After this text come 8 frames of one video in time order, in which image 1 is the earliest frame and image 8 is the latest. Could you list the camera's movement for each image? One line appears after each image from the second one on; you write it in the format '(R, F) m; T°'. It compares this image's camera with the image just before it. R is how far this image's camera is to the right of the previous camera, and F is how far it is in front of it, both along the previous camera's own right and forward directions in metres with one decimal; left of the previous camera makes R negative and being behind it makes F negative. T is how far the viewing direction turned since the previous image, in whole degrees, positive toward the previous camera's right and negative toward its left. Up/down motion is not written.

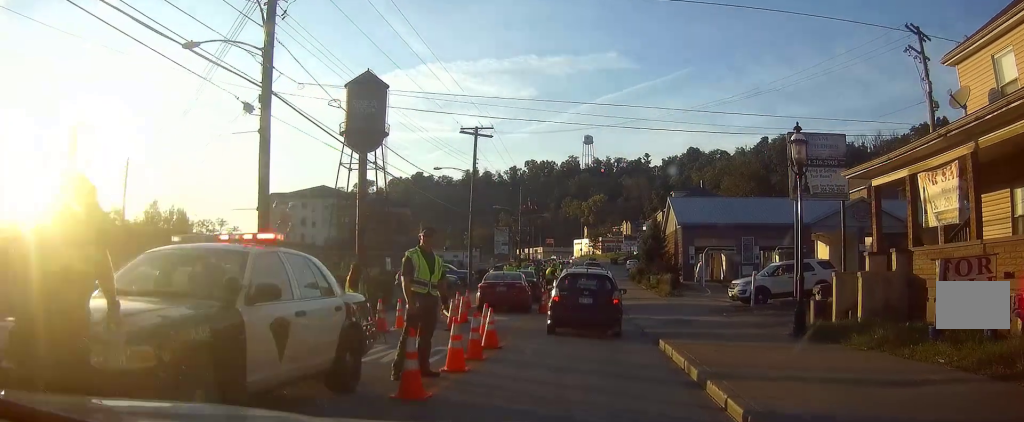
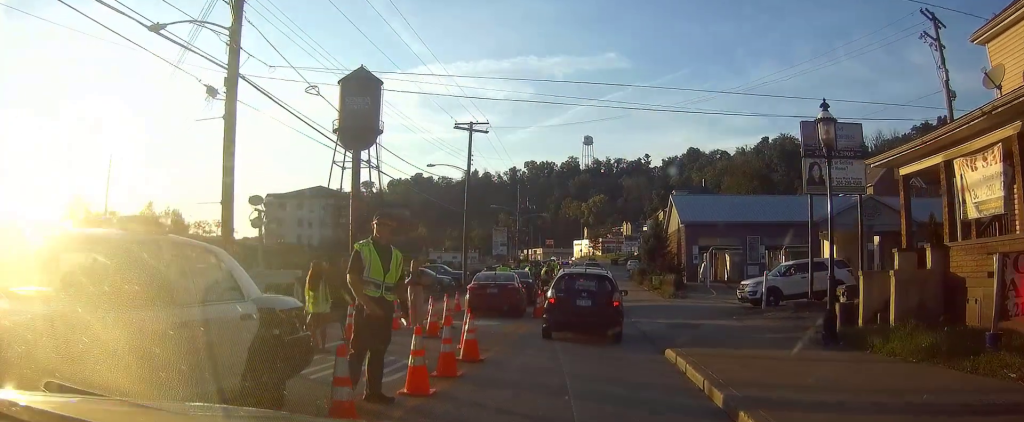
(0.0, +1.8) m; +1°
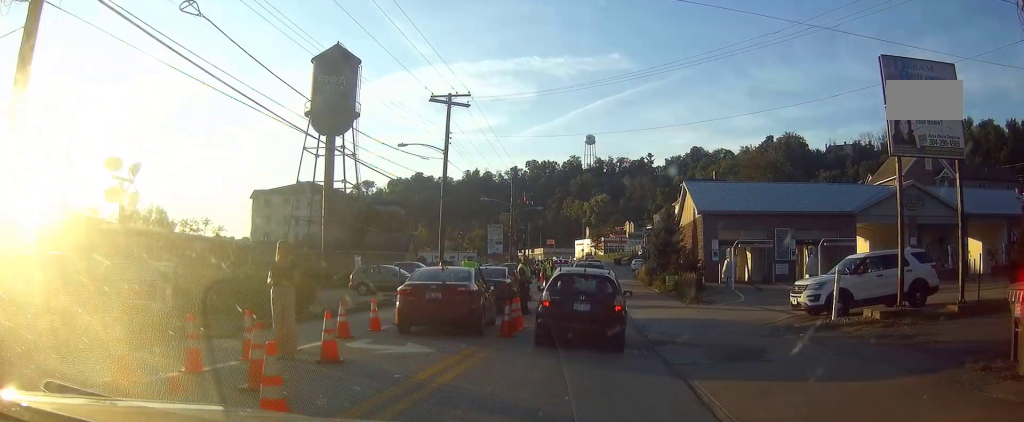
(+0.4, +6.8) m; +3°
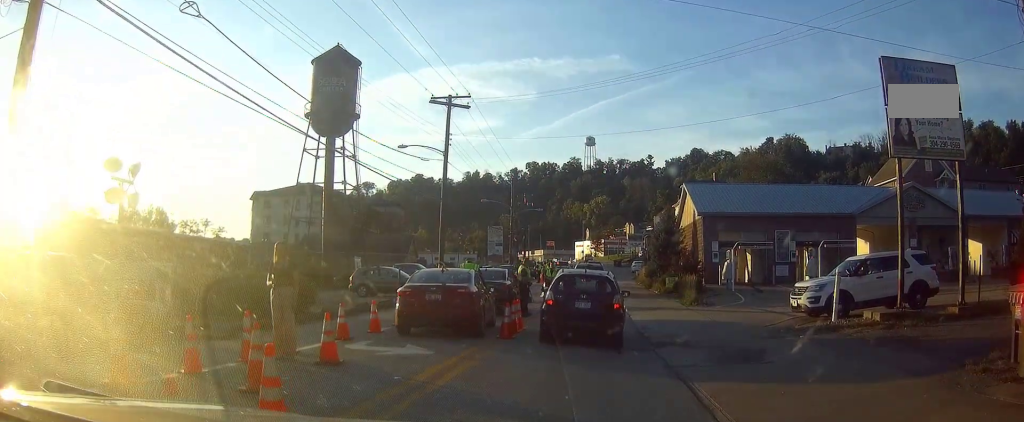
(+0.1, +0.1) m; 0°
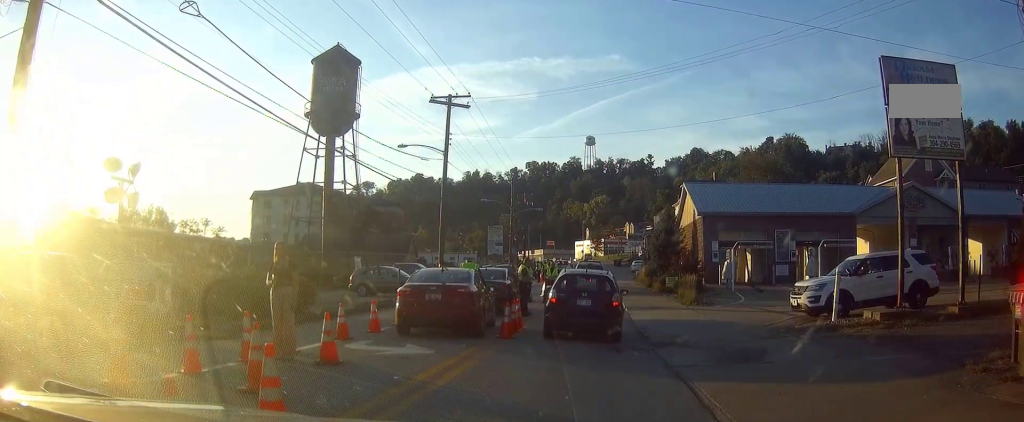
(0.0, +0.1) m; 0°
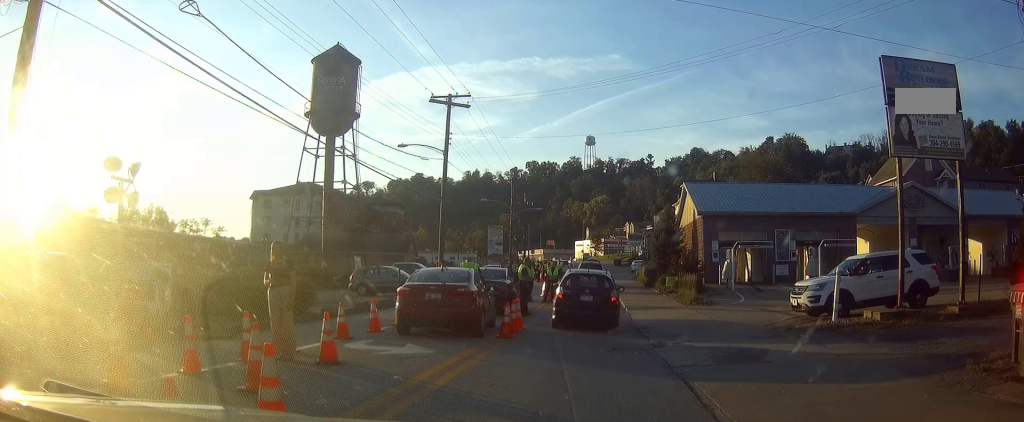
(0.0, +0.1) m; 0°
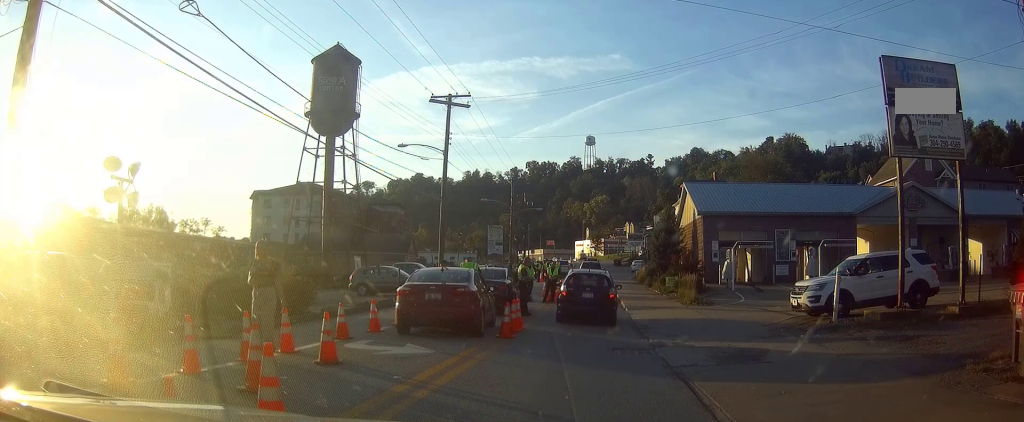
(0.0, 0.0) m; 0°
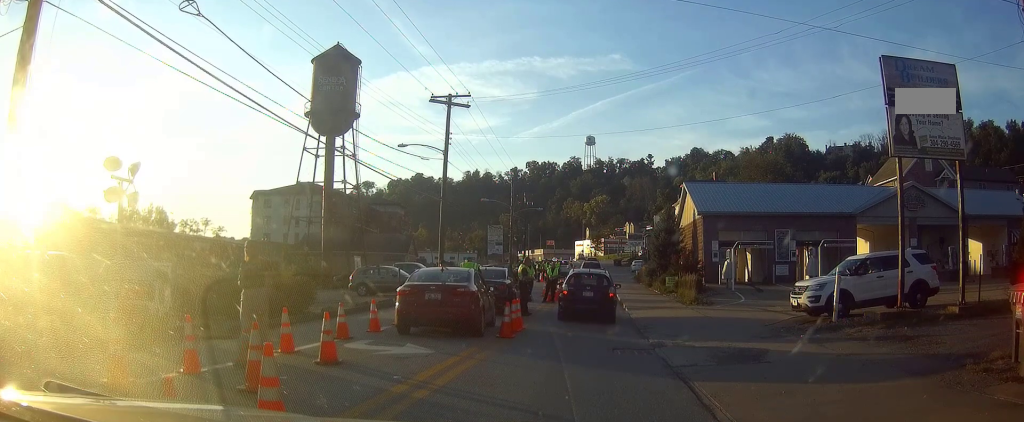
(0.0, 0.0) m; 0°
